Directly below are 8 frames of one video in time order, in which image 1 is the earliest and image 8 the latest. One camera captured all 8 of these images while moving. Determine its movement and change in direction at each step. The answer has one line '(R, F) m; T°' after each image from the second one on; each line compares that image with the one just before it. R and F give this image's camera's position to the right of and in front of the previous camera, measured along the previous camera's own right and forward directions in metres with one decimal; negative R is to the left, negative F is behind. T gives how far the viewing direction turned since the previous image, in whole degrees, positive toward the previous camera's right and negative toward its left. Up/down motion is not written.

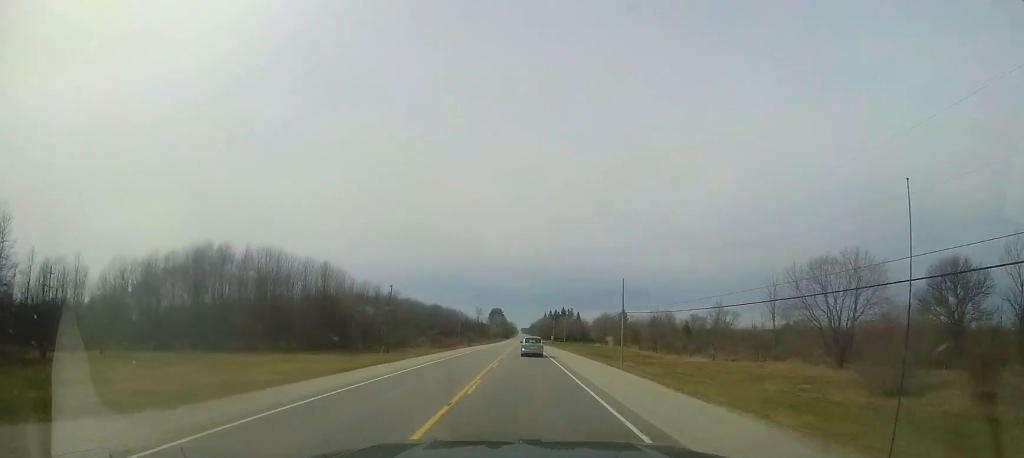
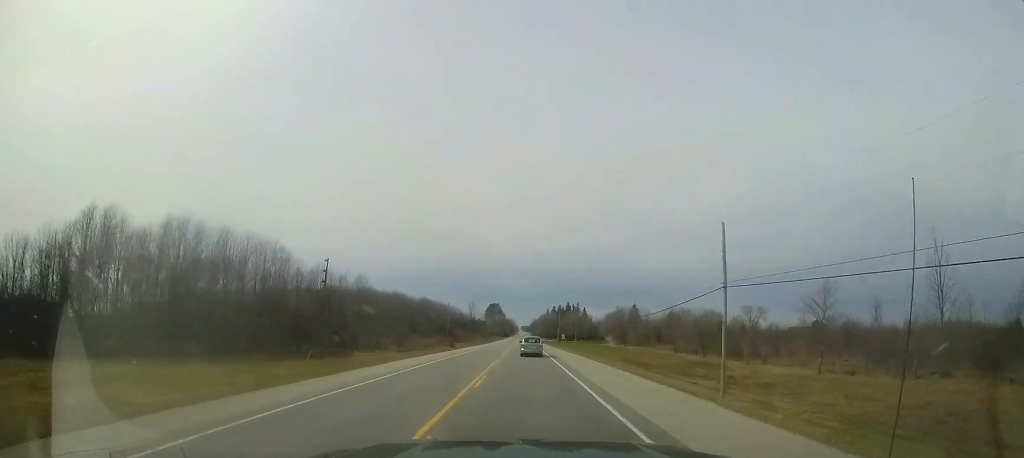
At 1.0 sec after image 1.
(-0.1, +25.7) m; -1°
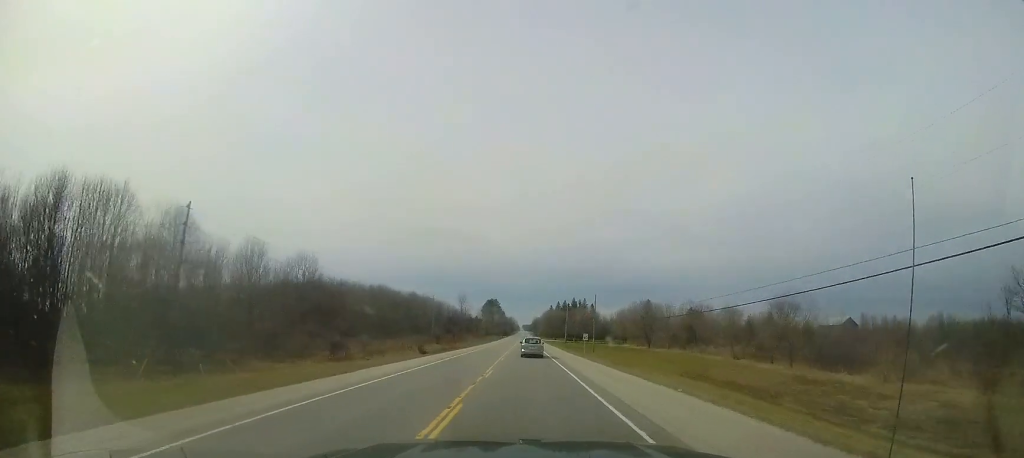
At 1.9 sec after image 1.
(-0.6, +24.1) m; 0°
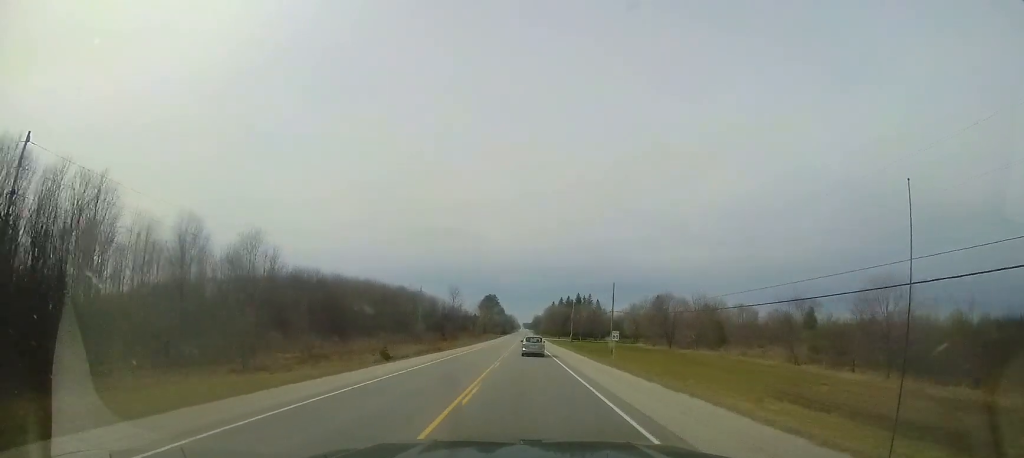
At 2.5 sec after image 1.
(+0.4, +14.7) m; +1°
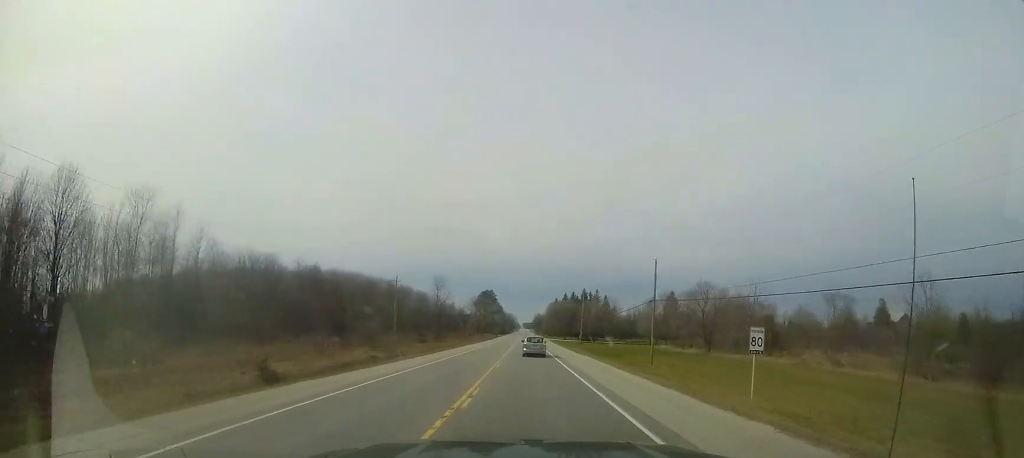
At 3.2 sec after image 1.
(+0.1, +19.1) m; 0°
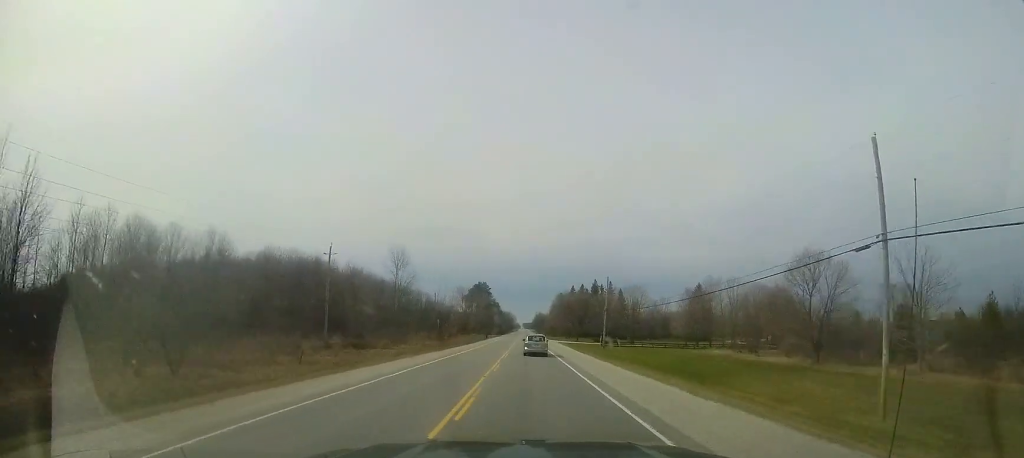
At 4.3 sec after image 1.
(-0.2, +28.1) m; 0°
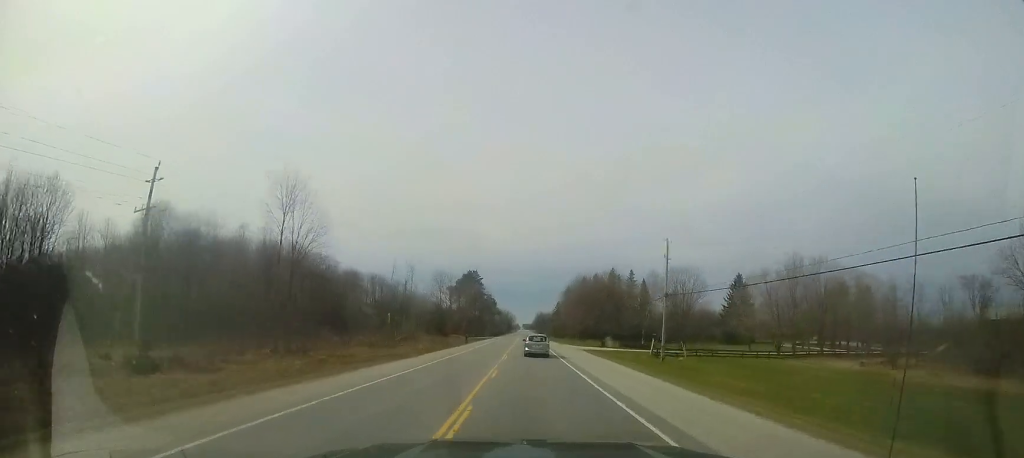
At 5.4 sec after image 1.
(0.0, +29.1) m; +1°
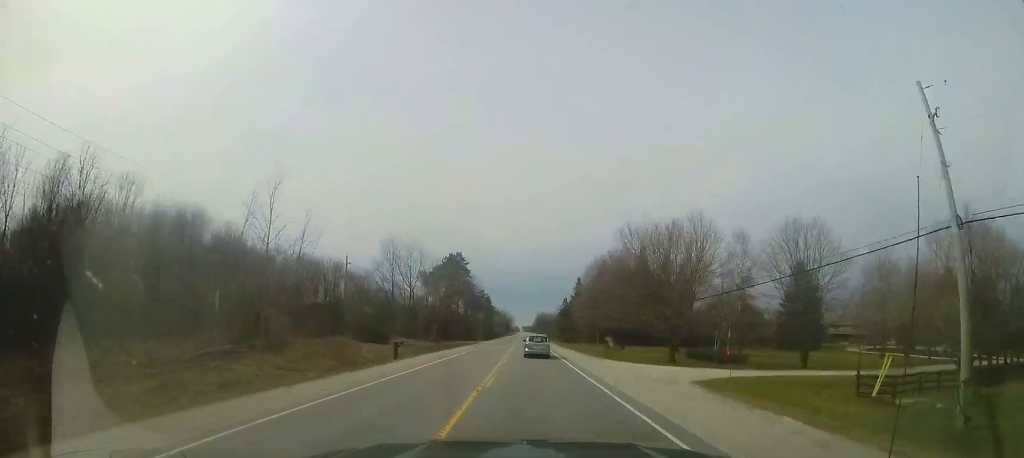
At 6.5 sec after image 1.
(+0.5, +30.0) m; 0°
